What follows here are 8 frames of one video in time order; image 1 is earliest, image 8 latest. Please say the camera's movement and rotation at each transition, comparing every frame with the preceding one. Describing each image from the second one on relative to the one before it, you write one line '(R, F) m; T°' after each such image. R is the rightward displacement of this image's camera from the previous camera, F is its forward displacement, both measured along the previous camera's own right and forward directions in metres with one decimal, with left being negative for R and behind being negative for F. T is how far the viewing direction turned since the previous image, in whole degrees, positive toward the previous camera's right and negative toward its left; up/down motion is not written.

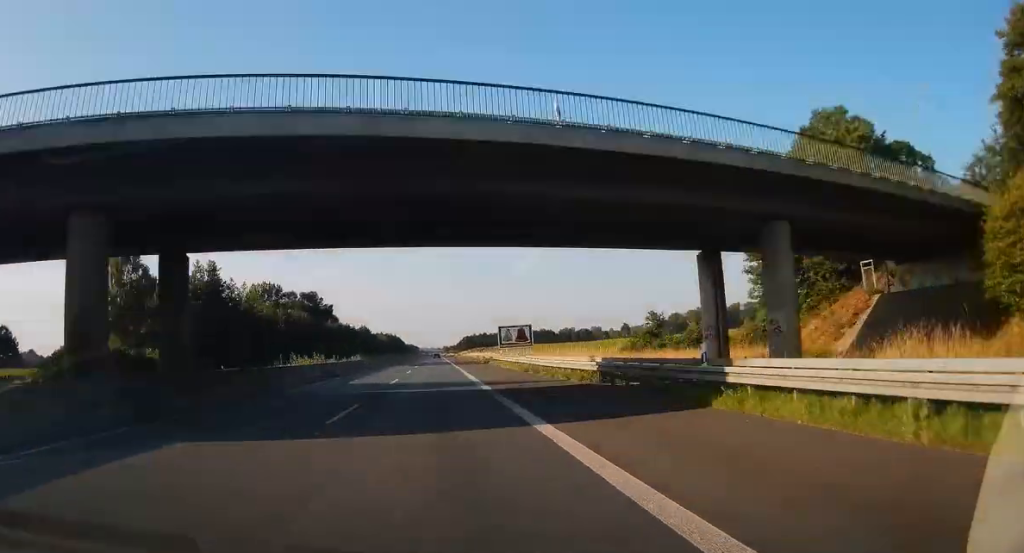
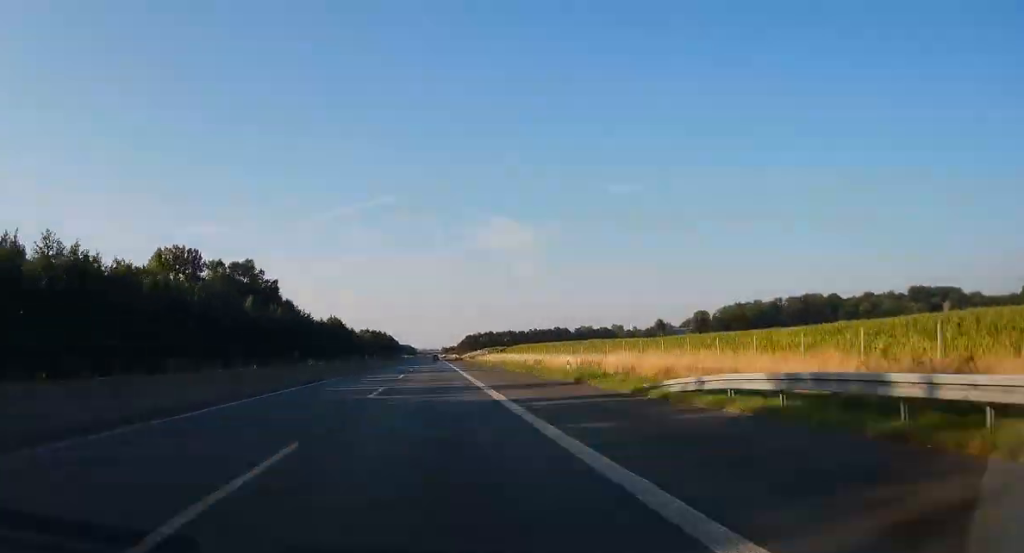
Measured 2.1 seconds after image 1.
(-0.1, +80.8) m; 0°
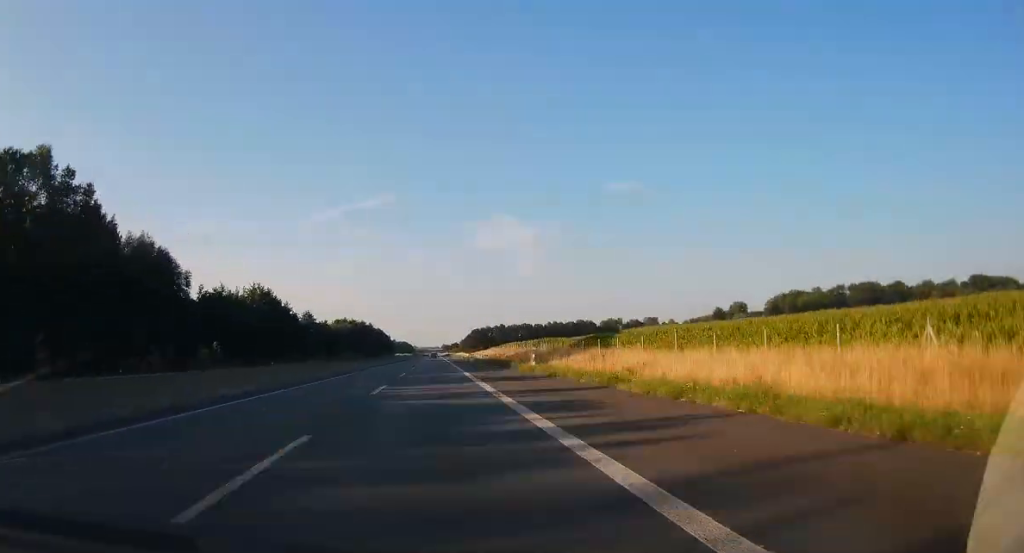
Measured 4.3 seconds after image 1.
(0.0, +60.5) m; 0°
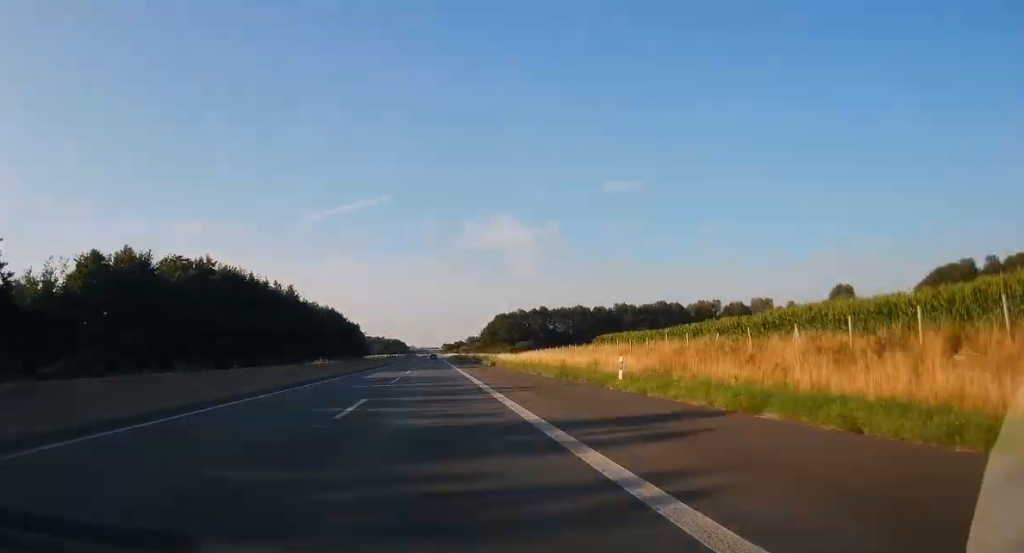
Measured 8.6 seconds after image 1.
(0.0, +92.9) m; 0°
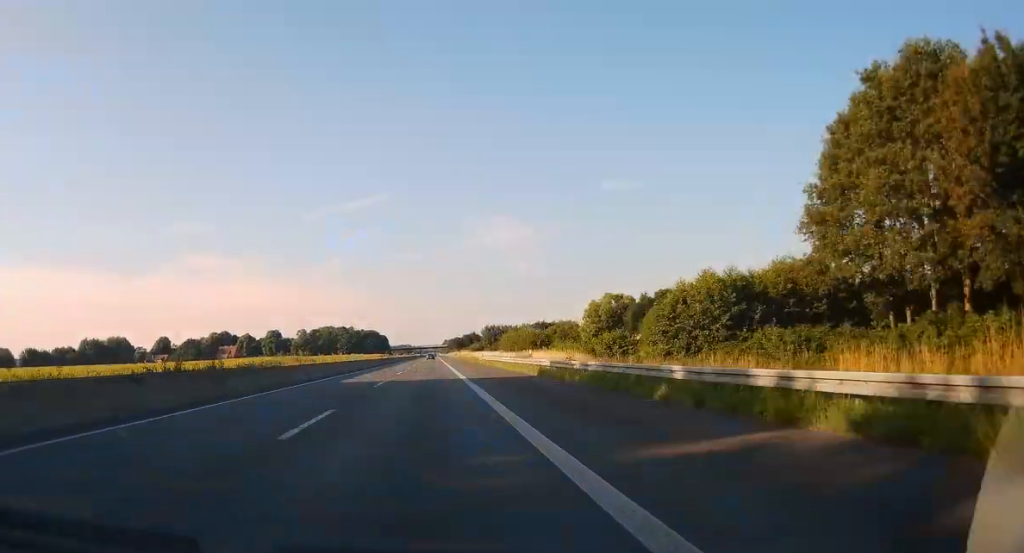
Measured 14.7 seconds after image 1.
(0.0, +199.3) m; 0°
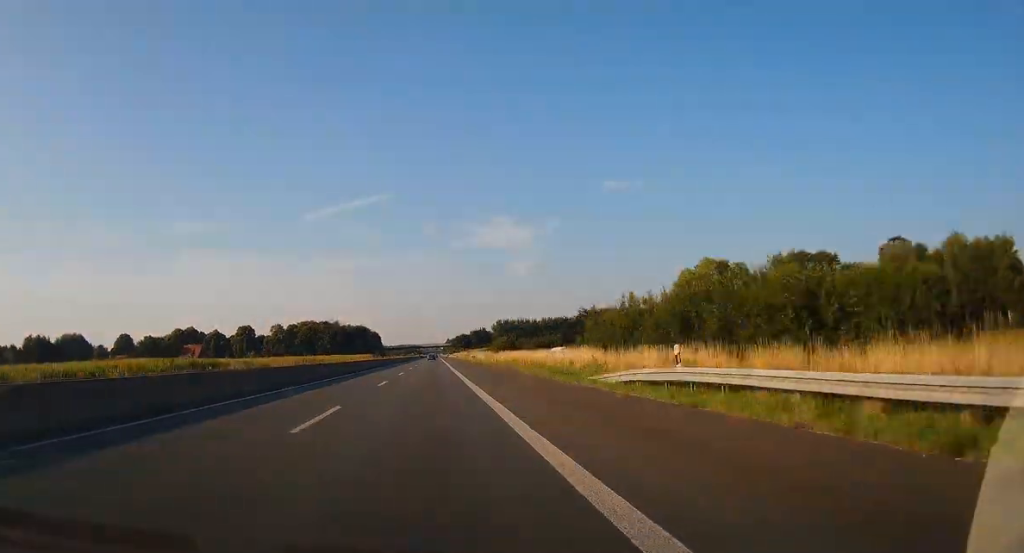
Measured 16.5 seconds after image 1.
(-0.1, +94.3) m; 0°
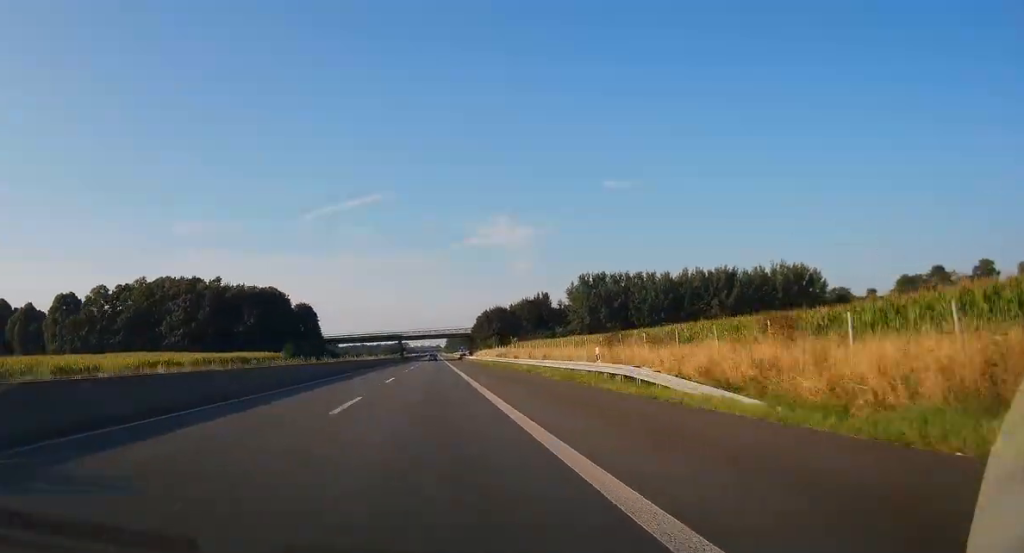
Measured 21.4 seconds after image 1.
(-0.1, +235.8) m; 0°
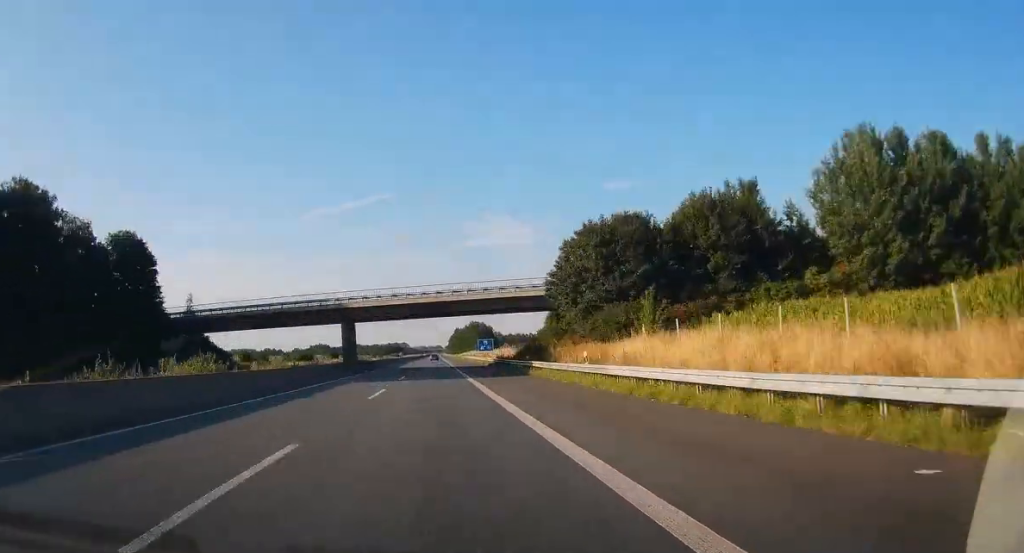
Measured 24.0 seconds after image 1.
(0.0, +104.2) m; 0°
